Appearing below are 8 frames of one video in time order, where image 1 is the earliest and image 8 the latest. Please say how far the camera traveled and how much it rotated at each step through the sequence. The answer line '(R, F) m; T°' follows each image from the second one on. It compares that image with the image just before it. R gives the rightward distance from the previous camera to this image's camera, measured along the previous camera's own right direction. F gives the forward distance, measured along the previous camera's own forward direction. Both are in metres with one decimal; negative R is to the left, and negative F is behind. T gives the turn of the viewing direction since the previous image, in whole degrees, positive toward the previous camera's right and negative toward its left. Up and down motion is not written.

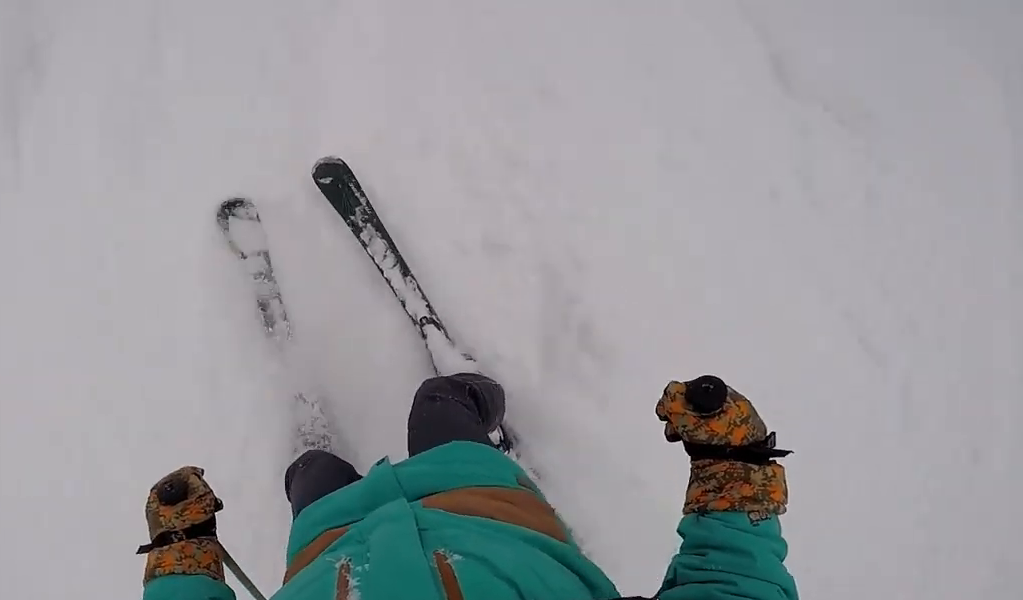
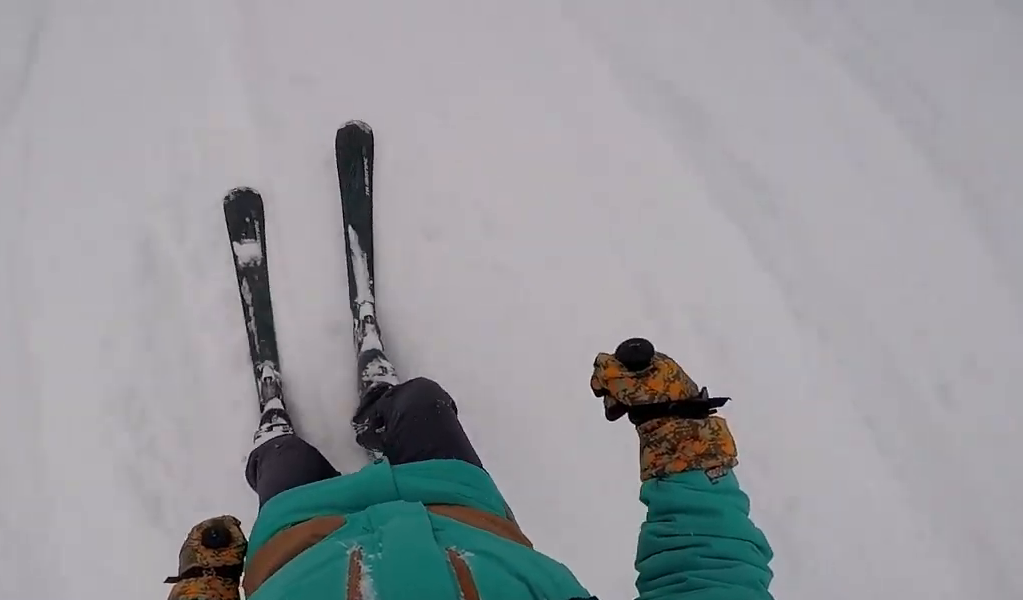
(+0.6, +3.3) m; +10°
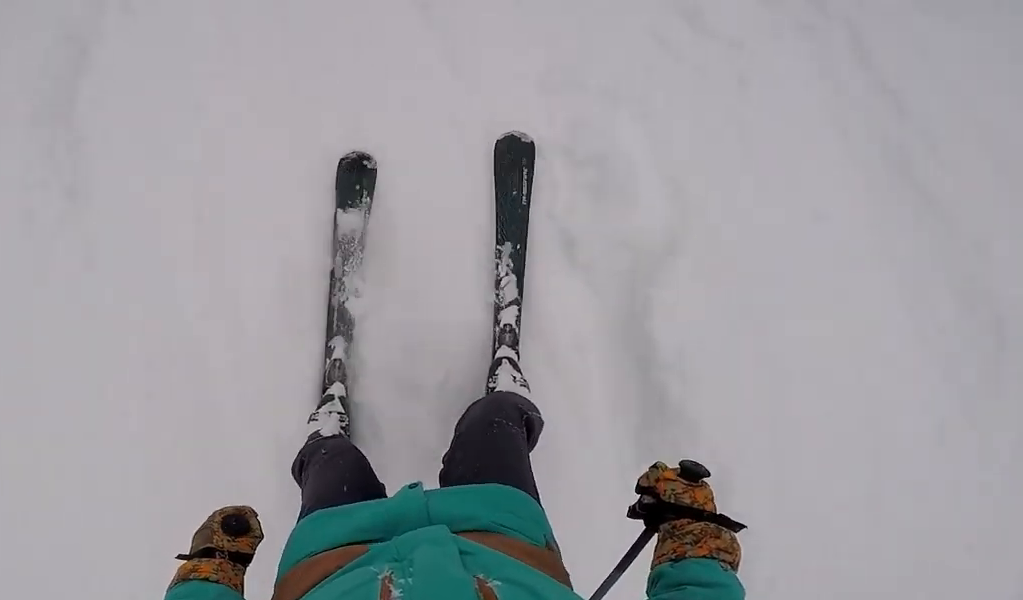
(+0.6, +5.0) m; +6°
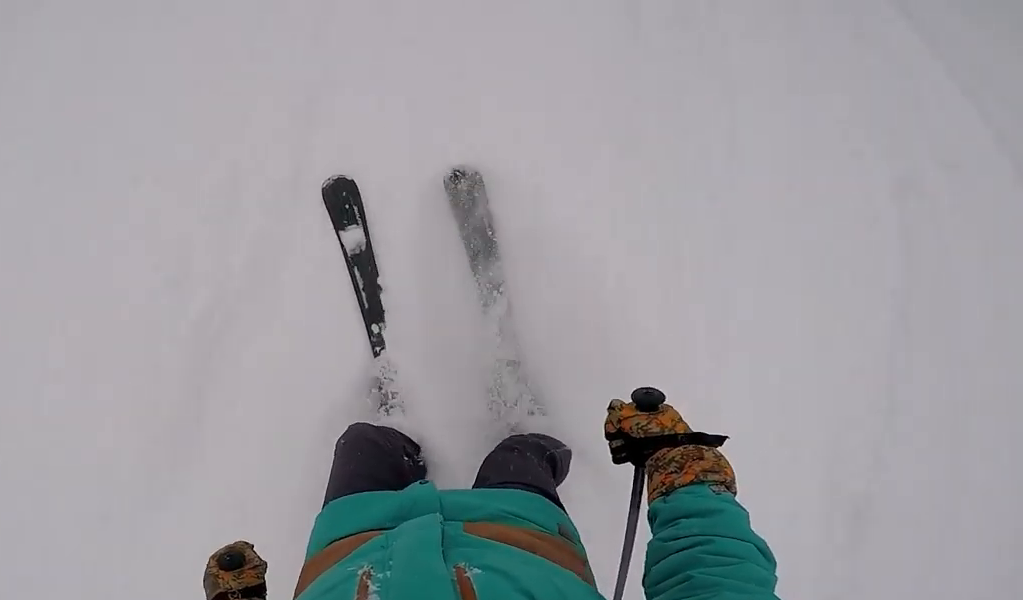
(-0.1, +6.7) m; -9°
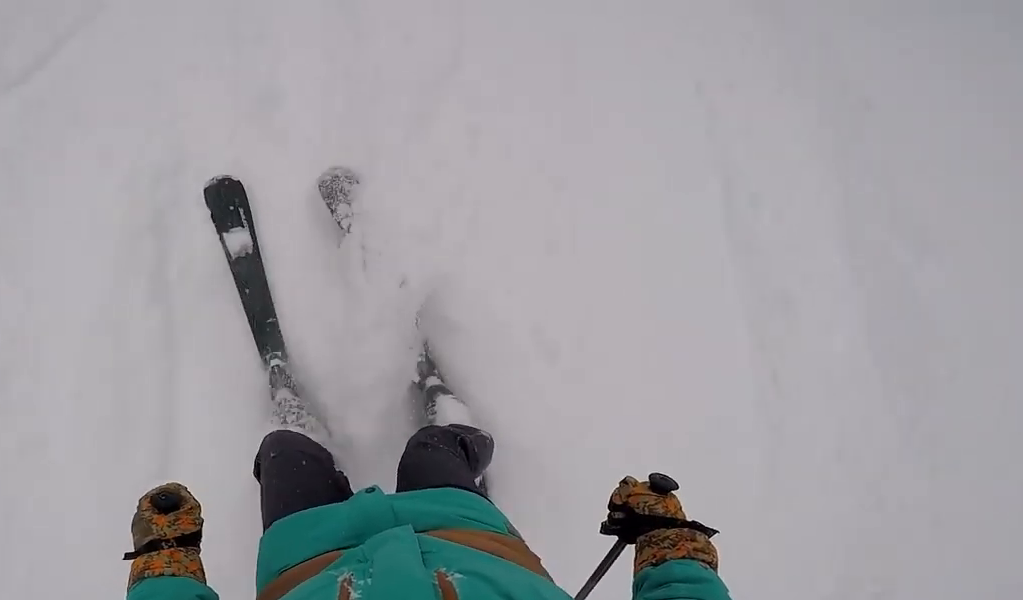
(-1.4, +7.3) m; -6°
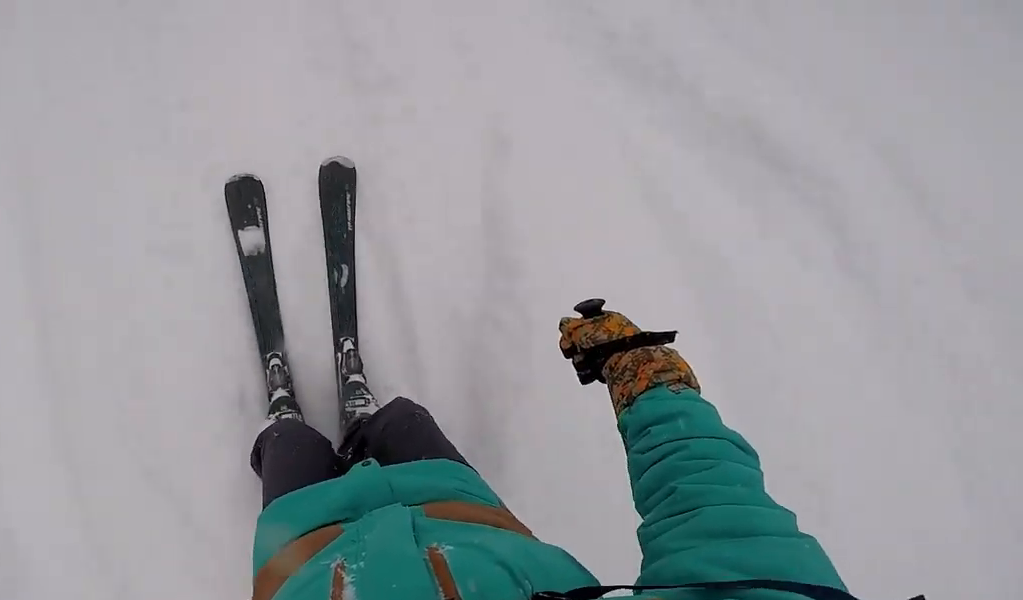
(+1.4, +8.7) m; +20°
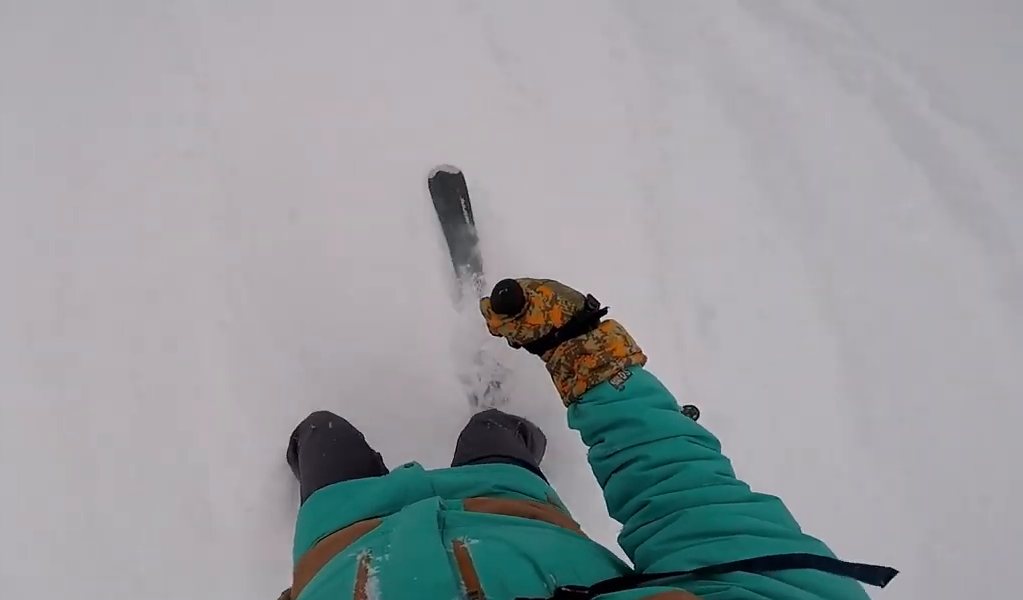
(+0.4, +6.6) m; +8°
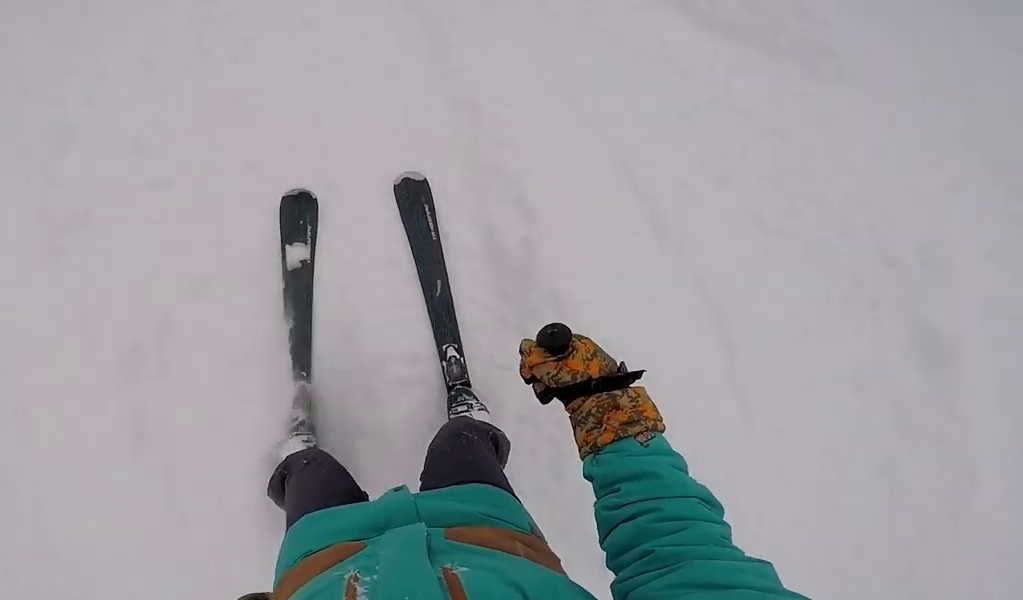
(+0.5, +6.4) m; +5°
